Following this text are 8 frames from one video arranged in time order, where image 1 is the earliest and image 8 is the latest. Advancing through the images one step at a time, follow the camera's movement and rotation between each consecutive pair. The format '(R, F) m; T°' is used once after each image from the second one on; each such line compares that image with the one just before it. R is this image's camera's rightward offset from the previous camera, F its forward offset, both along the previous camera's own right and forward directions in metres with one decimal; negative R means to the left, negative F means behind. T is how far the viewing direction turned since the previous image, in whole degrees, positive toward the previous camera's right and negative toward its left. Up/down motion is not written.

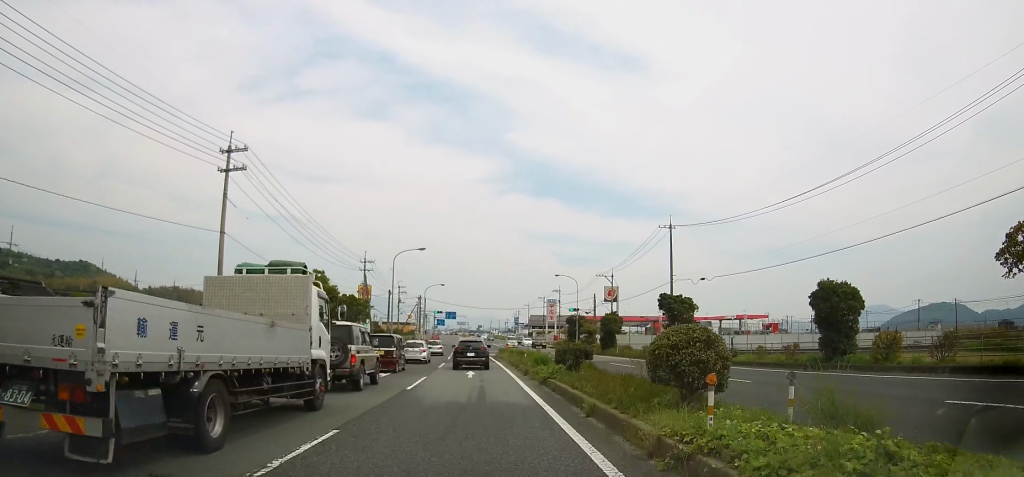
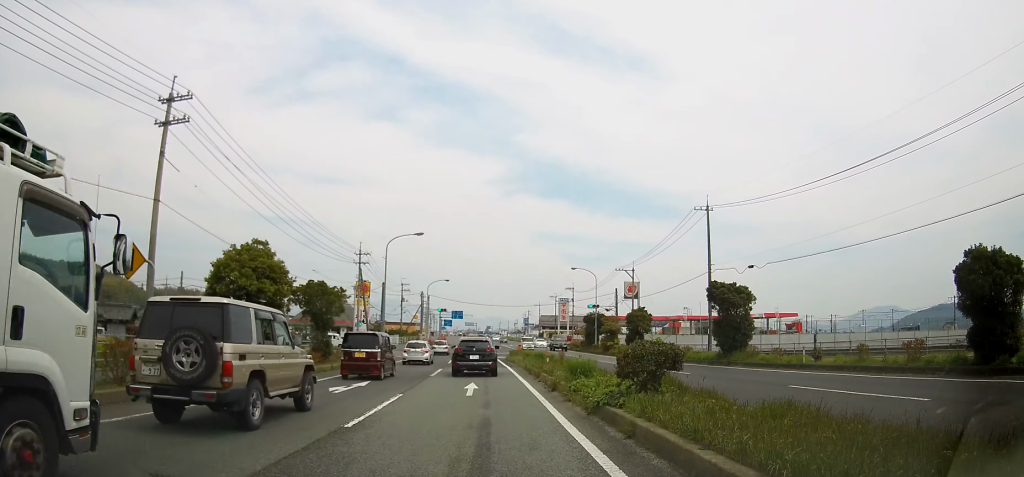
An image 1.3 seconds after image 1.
(-0.2, +10.0) m; -2°
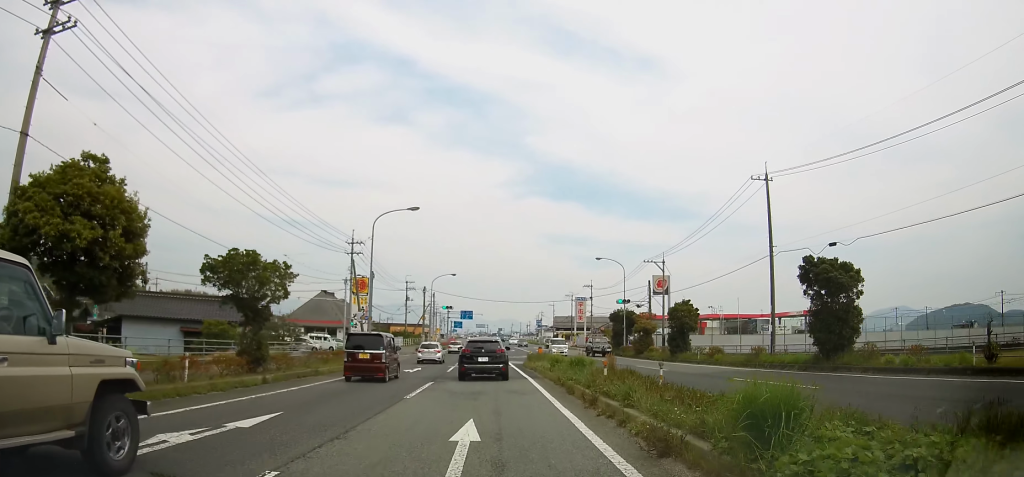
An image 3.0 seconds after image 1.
(-0.2, +10.6) m; -1°
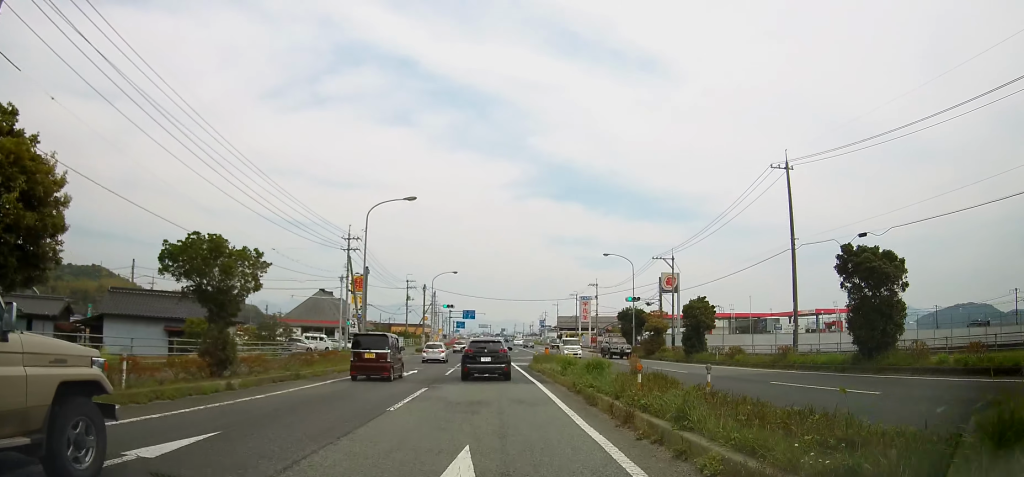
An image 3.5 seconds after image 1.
(0.0, +2.8) m; 0°
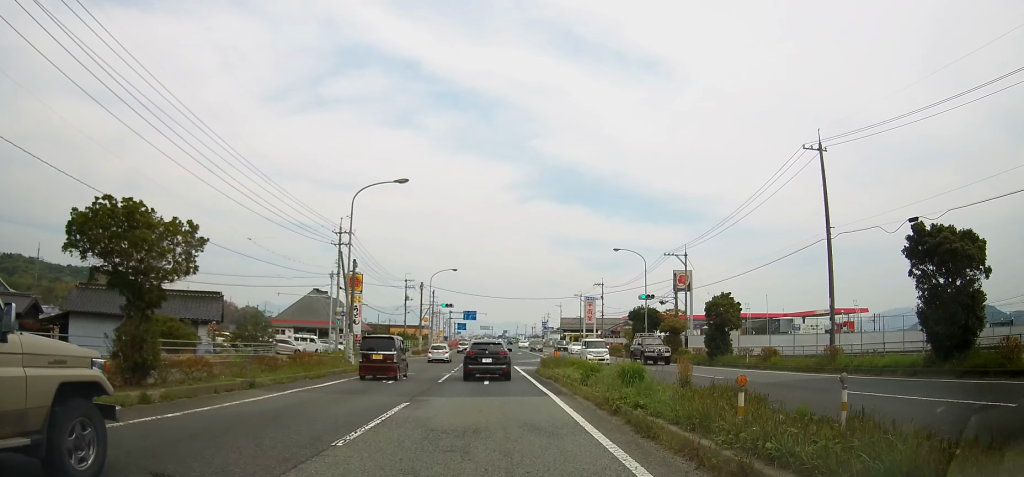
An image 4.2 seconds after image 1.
(0.0, +4.2) m; 0°
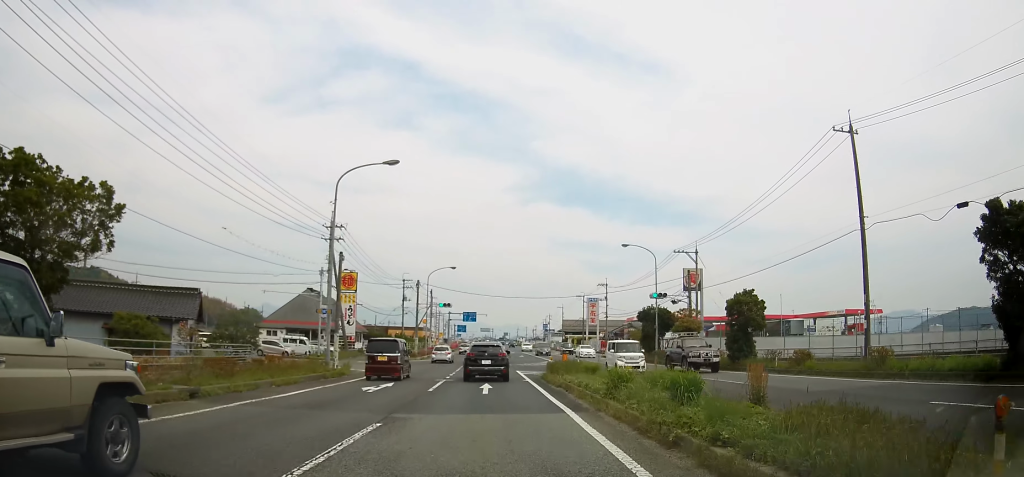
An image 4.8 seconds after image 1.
(0.0, +3.3) m; 0°
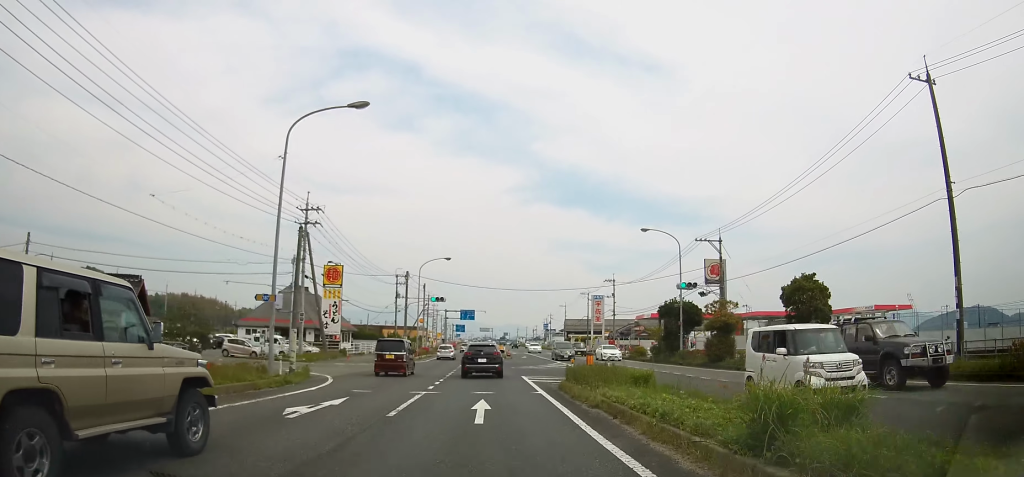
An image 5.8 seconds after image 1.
(0.0, +6.5) m; -1°
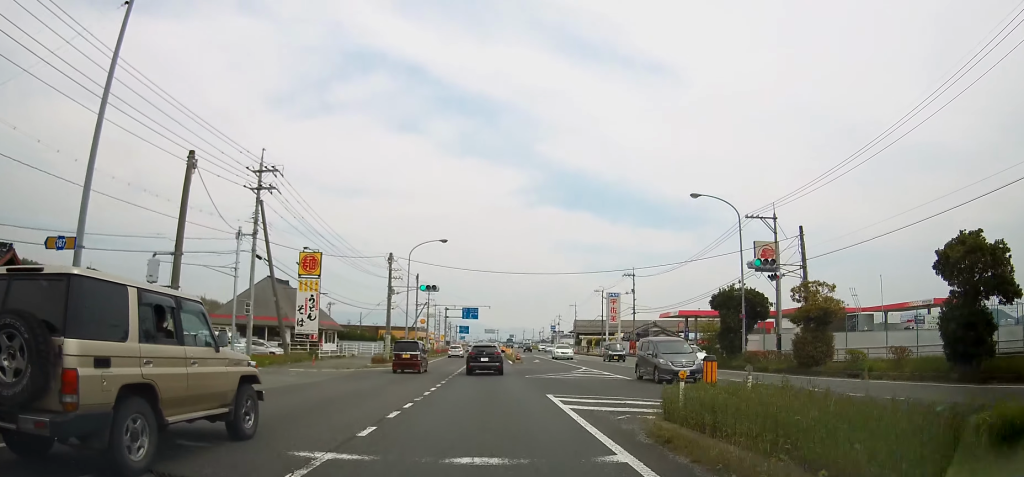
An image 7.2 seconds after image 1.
(-0.1, +9.8) m; 0°
